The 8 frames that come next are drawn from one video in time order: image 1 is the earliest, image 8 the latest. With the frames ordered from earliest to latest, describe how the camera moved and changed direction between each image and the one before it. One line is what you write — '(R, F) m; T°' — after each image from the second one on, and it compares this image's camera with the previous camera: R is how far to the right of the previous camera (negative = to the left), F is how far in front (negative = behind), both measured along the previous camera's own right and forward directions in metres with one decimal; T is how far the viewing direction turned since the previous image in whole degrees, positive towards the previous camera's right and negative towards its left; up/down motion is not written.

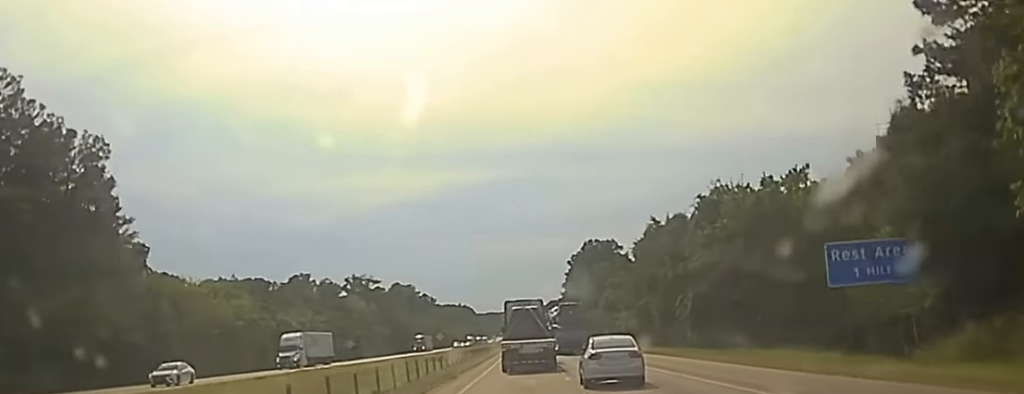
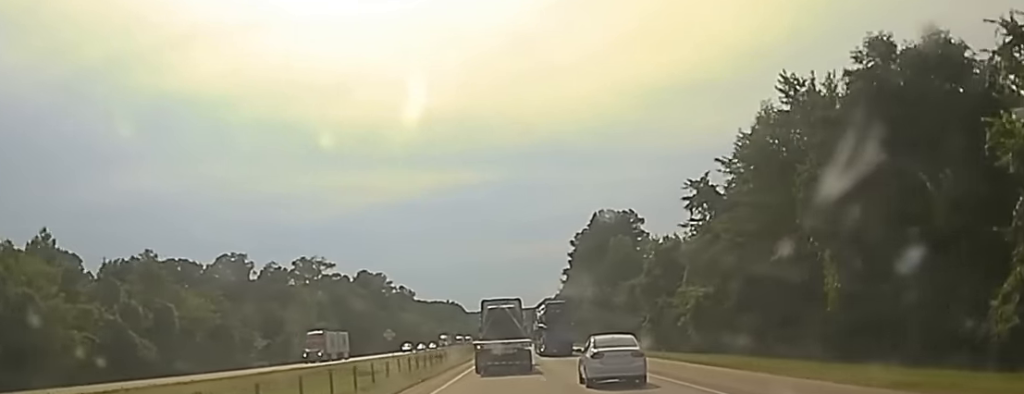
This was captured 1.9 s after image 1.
(-0.6, +62.5) m; -1°
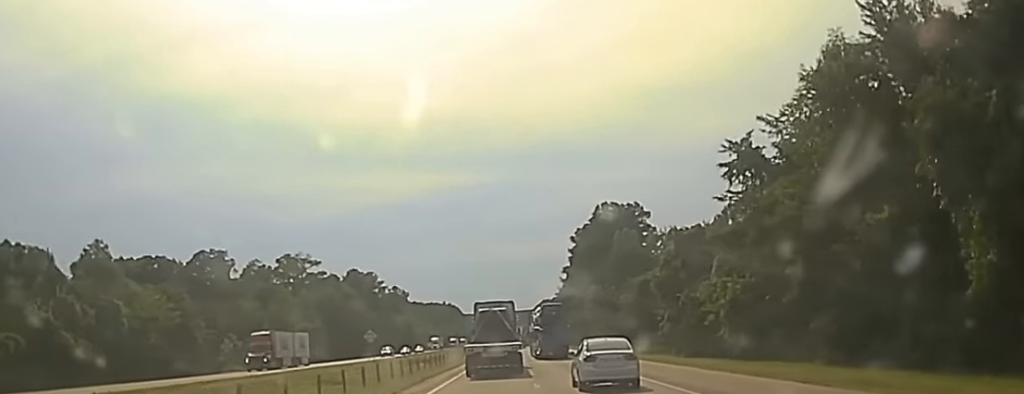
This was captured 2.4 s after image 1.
(0.0, +14.1) m; 0°
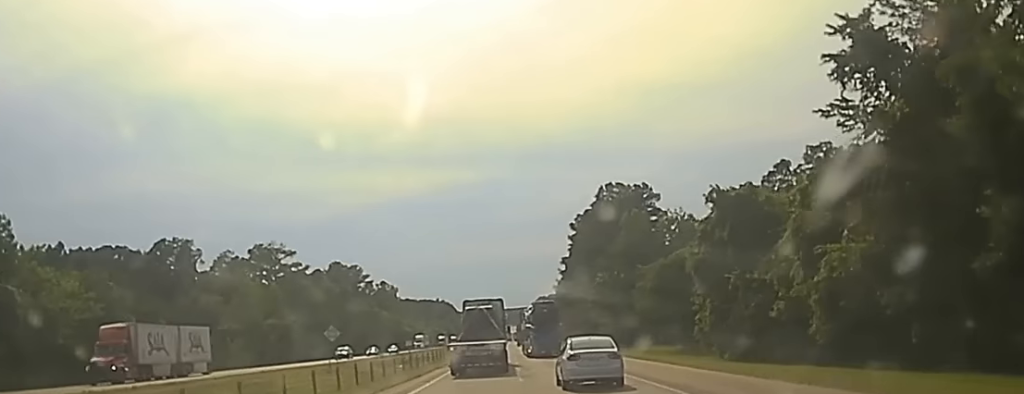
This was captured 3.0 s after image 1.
(-0.1, +21.6) m; 0°
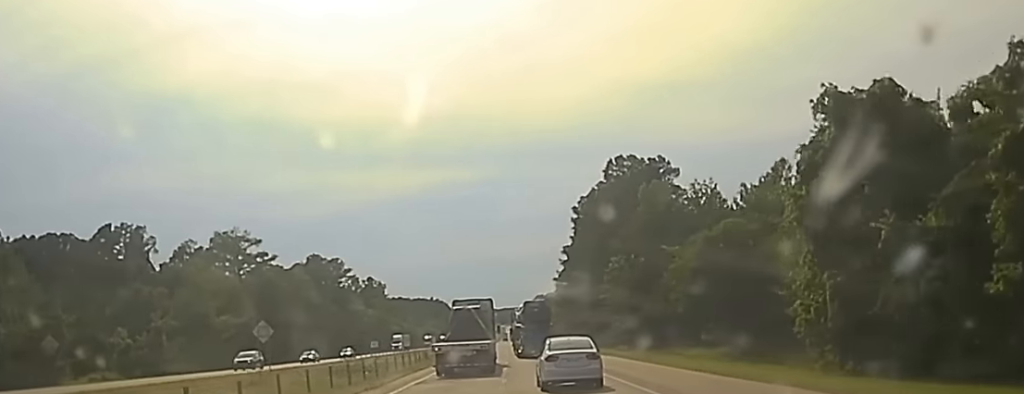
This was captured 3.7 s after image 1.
(+0.2, +23.6) m; +1°
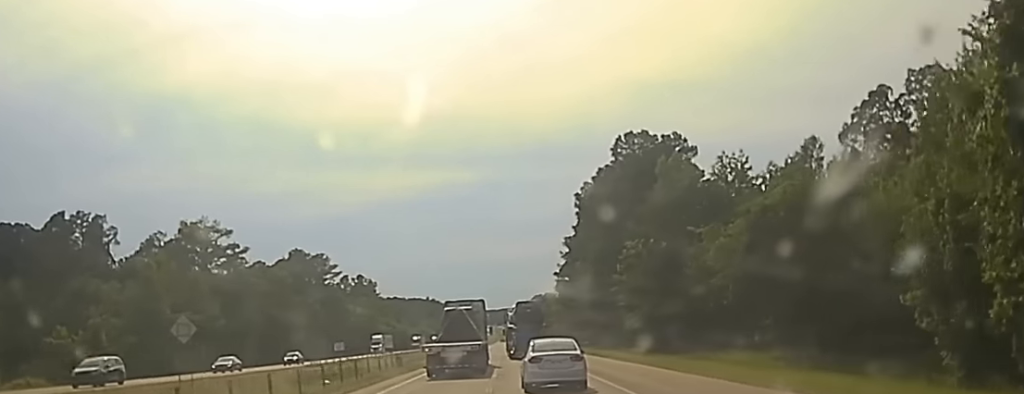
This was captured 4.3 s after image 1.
(+0.1, +17.1) m; 0°
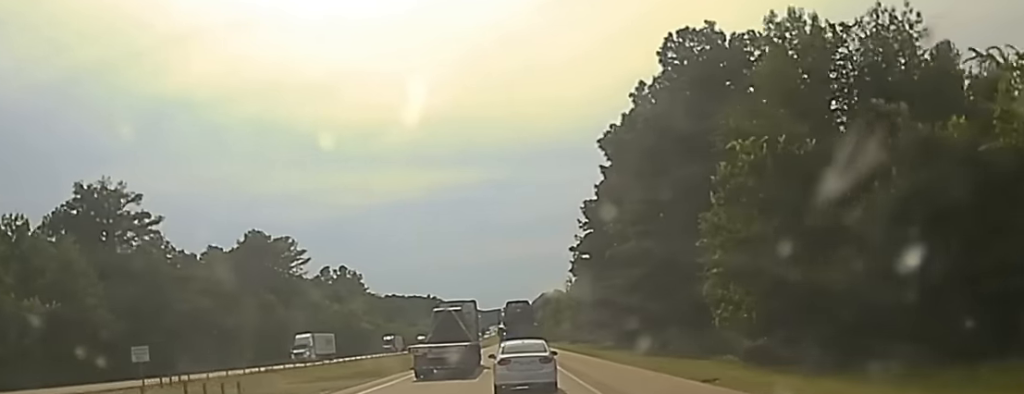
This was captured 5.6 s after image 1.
(-0.1, +42.3) m; 0°
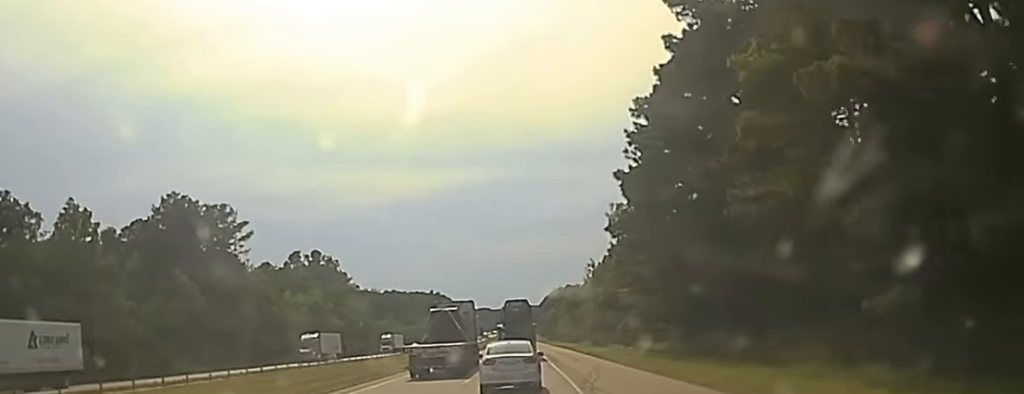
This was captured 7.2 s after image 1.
(-0.2, +50.2) m; 0°
